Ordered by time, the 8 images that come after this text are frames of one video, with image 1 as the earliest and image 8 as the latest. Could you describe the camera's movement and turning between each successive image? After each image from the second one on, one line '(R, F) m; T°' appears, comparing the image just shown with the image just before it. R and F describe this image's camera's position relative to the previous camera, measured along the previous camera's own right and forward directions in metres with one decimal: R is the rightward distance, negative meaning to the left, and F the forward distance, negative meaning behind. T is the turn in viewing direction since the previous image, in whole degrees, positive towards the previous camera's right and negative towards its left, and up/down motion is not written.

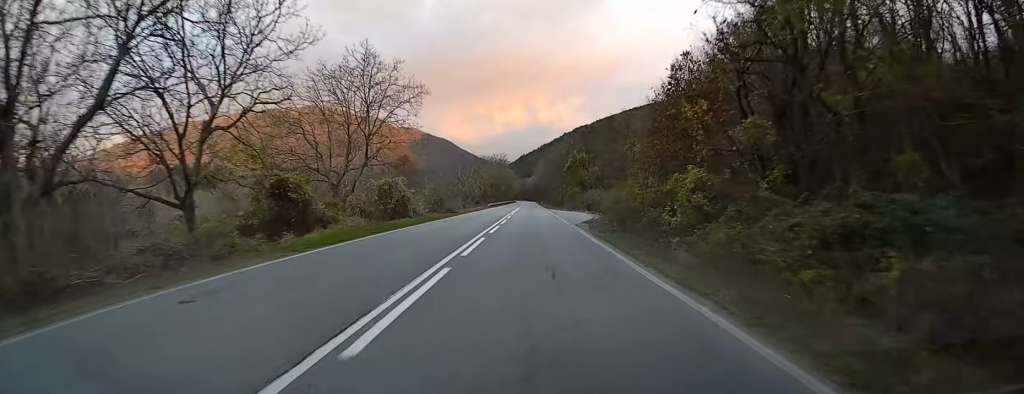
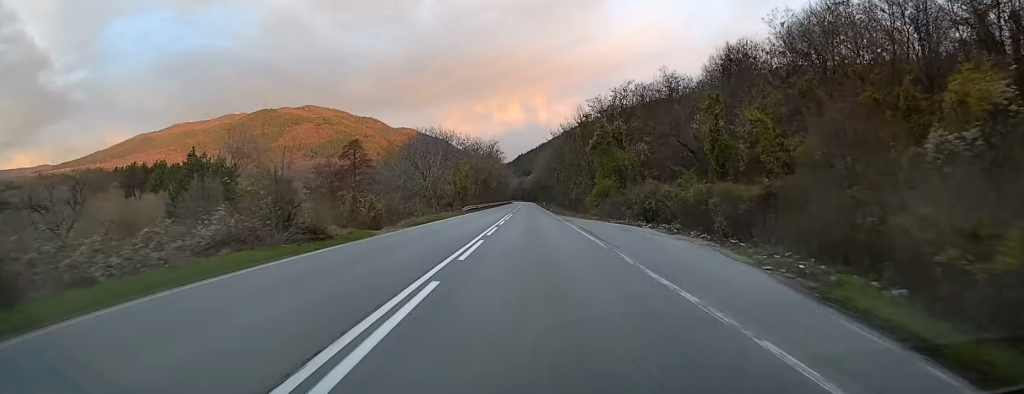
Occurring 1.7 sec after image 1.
(+0.3, +37.1) m; 0°
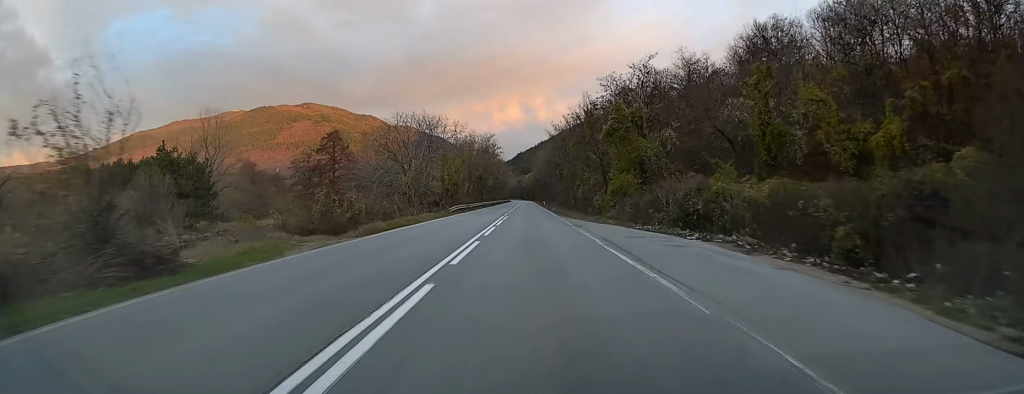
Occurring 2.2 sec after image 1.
(0.0, +10.1) m; 0°
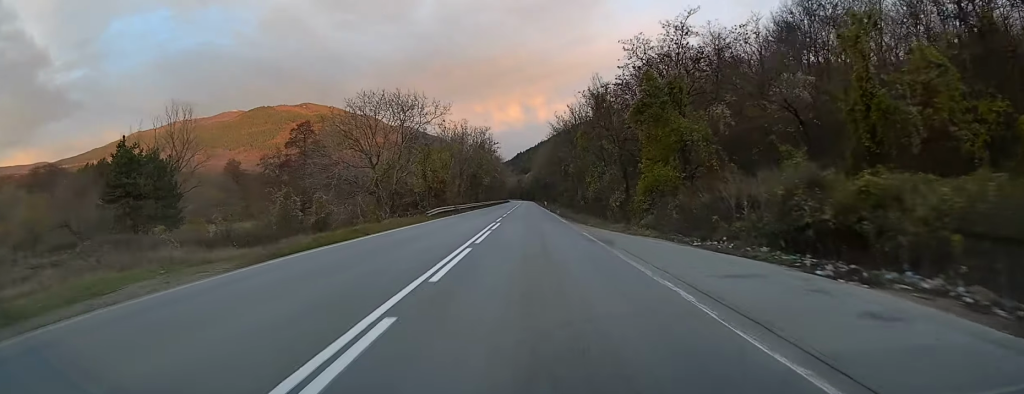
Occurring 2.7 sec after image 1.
(0.0, +11.5) m; 0°
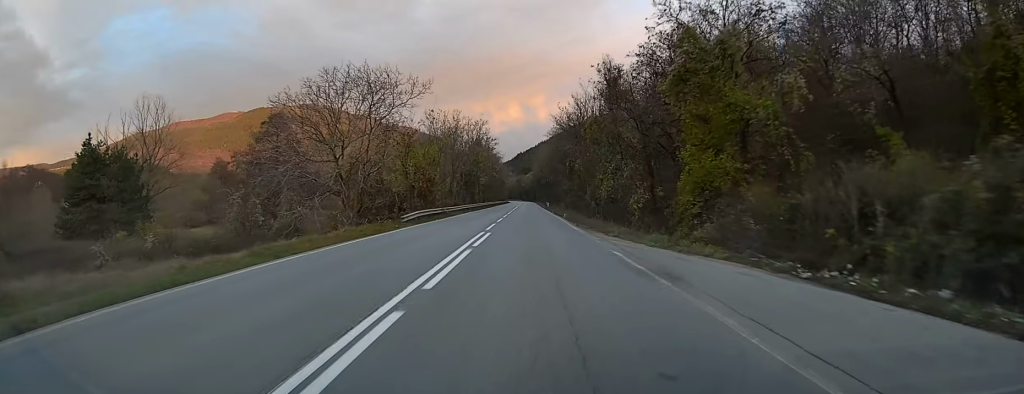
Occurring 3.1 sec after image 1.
(0.0, +8.7) m; 0°
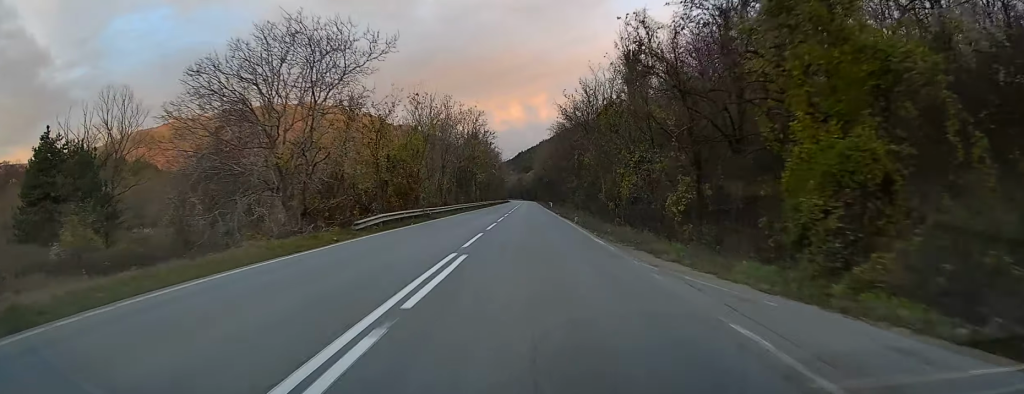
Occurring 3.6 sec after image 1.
(+0.1, +9.5) m; 0°
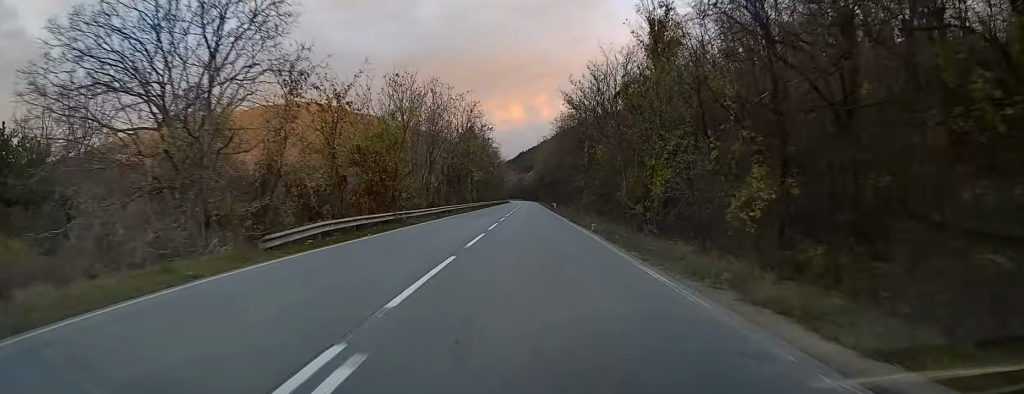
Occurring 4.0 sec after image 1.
(0.0, +8.7) m; 0°
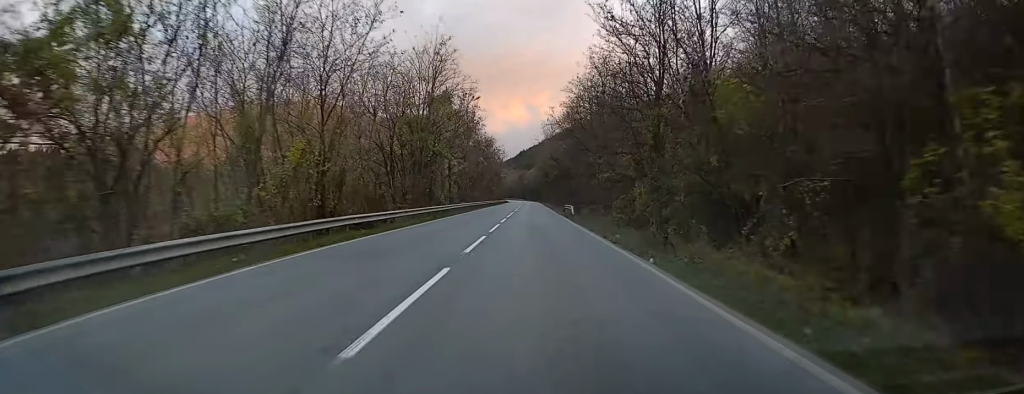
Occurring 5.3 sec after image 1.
(-0.2, +29.2) m; 0°
